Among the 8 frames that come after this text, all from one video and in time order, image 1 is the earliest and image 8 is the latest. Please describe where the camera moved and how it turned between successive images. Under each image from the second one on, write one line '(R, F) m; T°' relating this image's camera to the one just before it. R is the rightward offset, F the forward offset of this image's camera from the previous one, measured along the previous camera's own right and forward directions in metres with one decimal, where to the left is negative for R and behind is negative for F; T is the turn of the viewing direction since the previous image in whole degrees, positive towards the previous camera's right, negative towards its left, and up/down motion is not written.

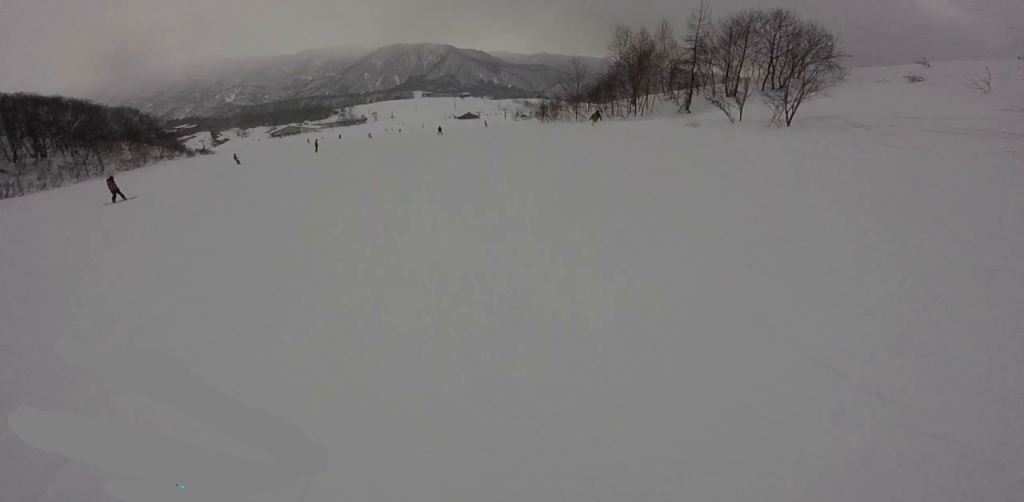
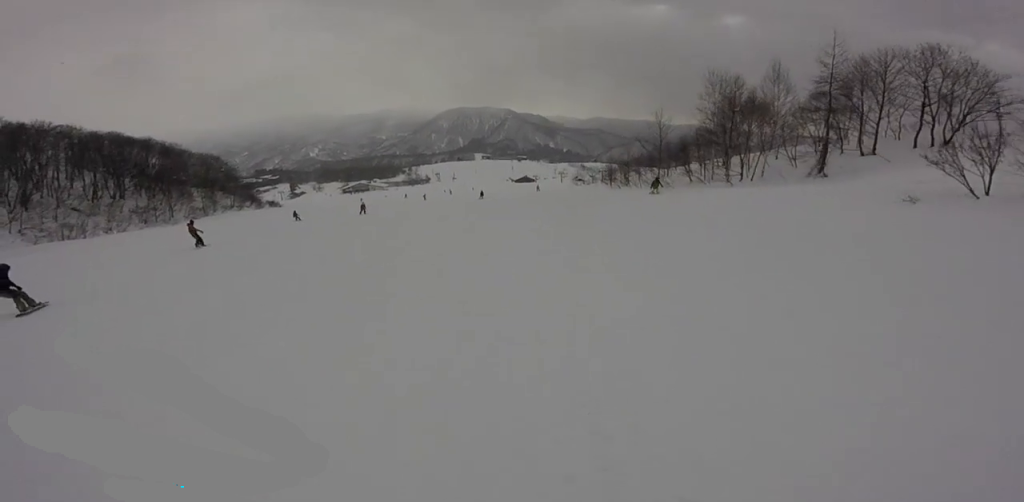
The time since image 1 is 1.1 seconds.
(0.0, +6.9) m; -3°
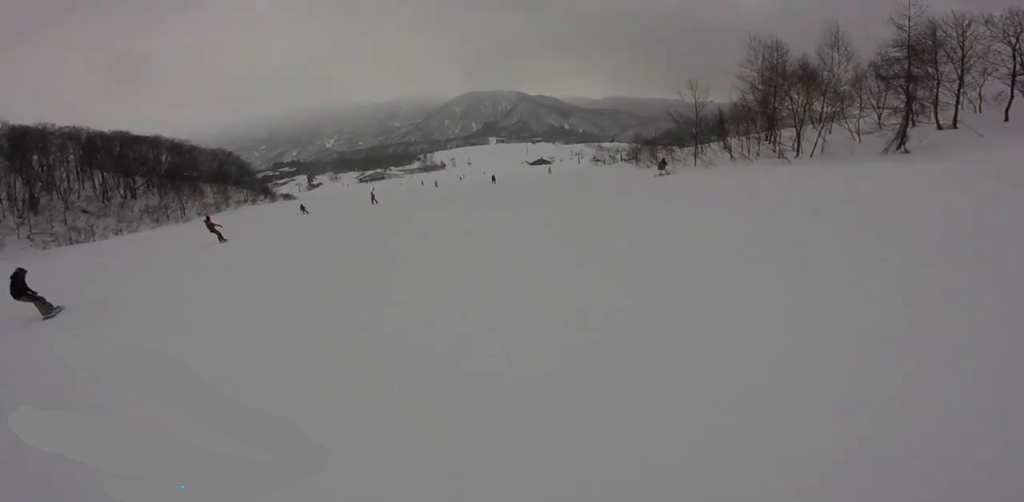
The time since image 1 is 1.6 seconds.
(+0.1, +3.2) m; -2°
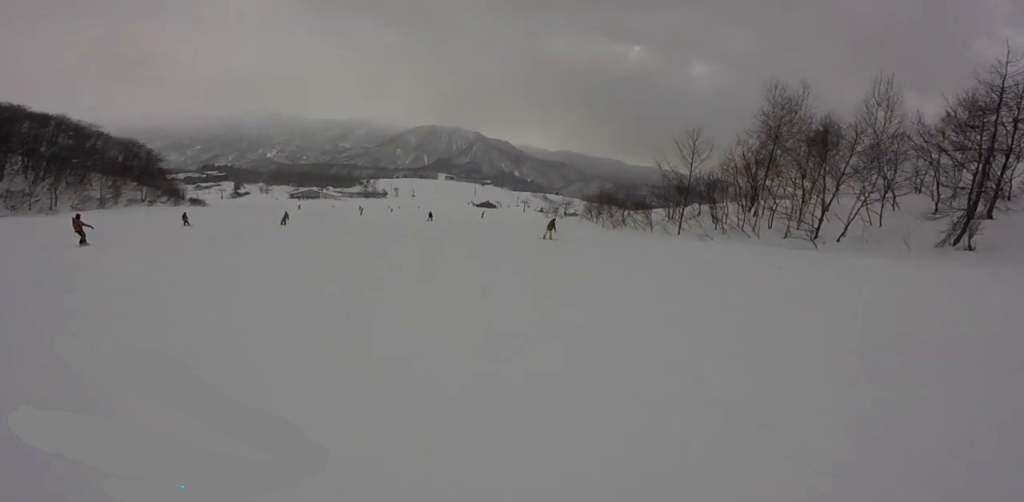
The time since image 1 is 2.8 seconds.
(-0.4, +7.4) m; +1°
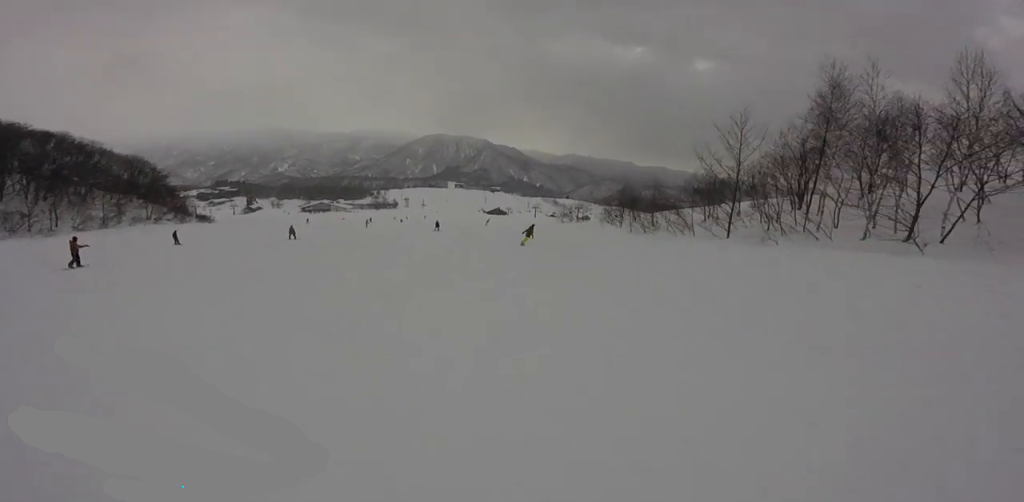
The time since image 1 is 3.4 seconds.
(+0.2, +3.8) m; +2°
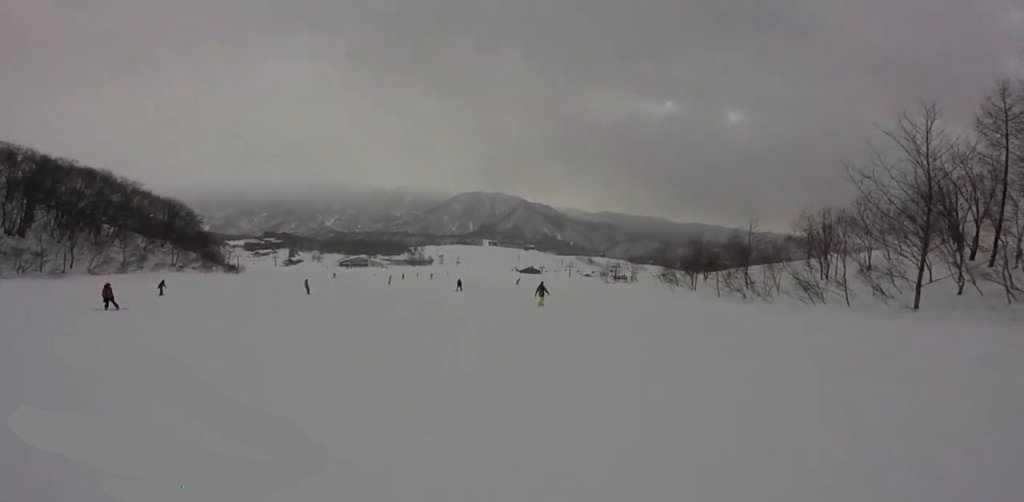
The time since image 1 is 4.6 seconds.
(+0.1, +8.5) m; -3°
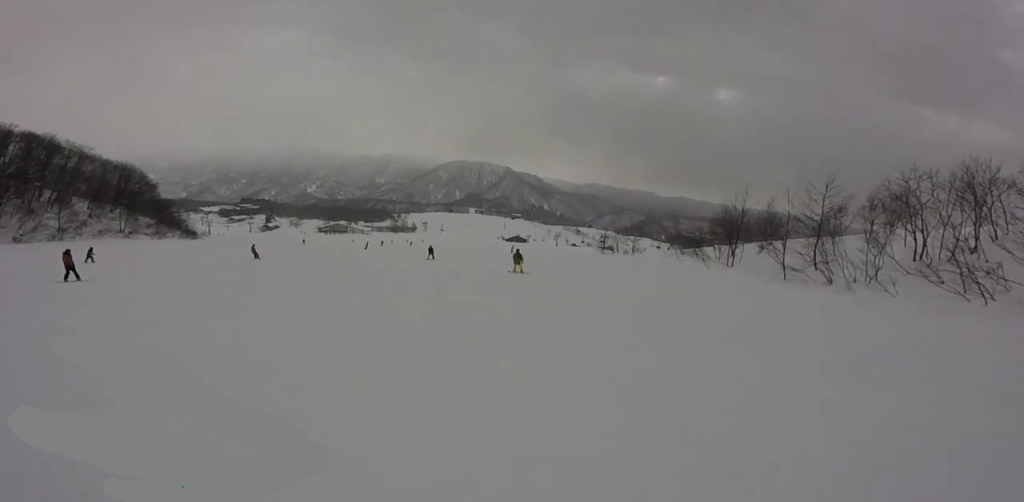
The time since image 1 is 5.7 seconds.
(-0.4, +7.2) m; +1°
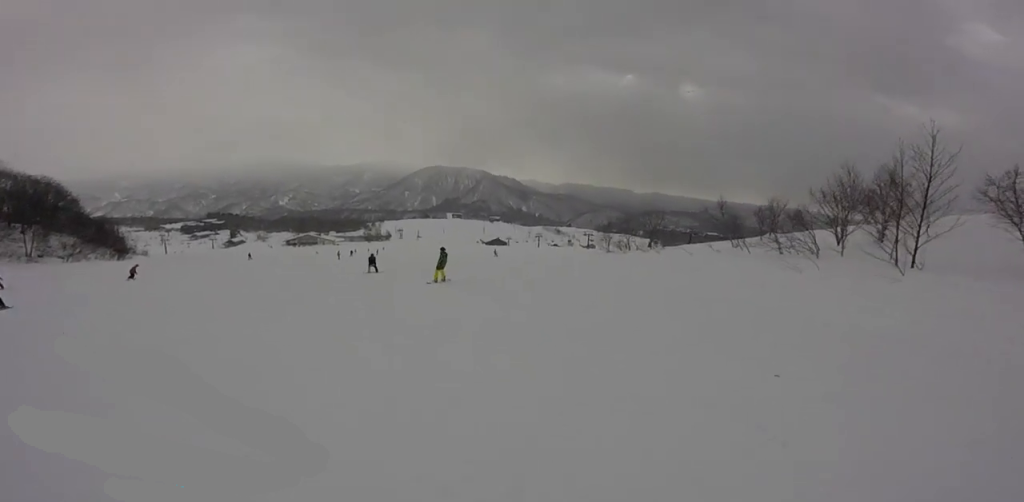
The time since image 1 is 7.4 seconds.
(+1.6, +12.1) m; +8°
